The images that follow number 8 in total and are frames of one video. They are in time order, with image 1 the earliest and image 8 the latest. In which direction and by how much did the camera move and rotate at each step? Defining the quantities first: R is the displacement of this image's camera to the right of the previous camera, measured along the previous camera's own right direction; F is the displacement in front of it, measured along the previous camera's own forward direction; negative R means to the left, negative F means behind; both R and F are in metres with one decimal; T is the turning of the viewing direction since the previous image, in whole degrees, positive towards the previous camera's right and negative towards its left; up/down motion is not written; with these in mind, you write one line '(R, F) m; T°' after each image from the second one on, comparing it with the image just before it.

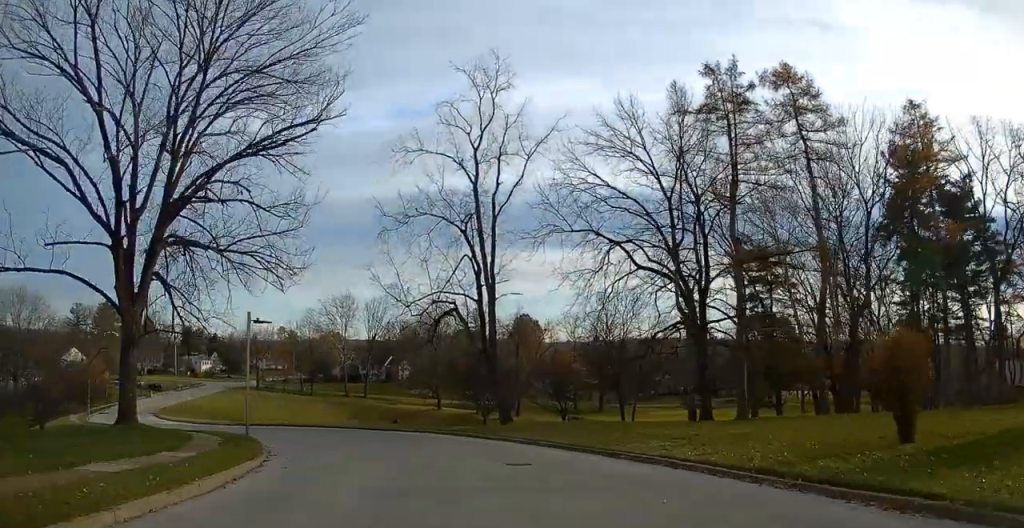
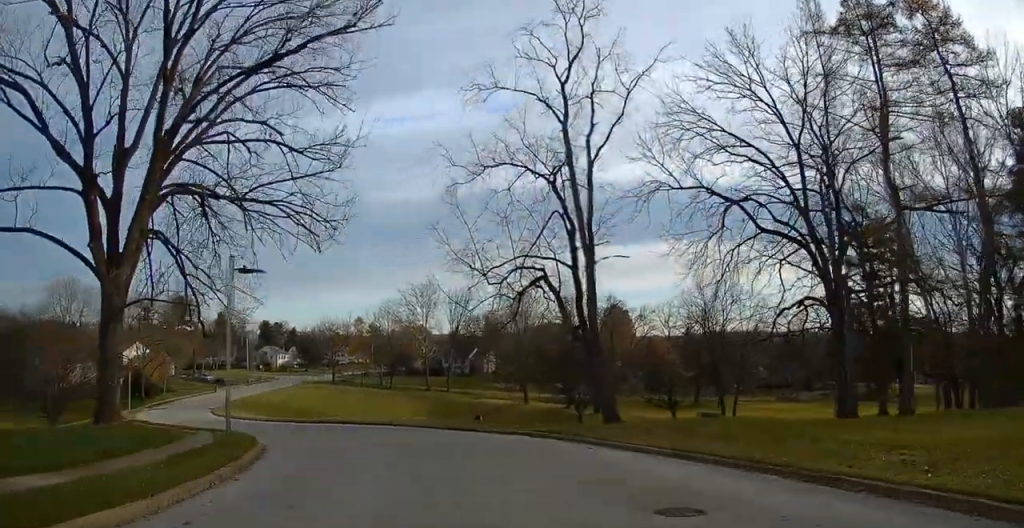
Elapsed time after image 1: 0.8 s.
(-0.2, +8.7) m; -1°
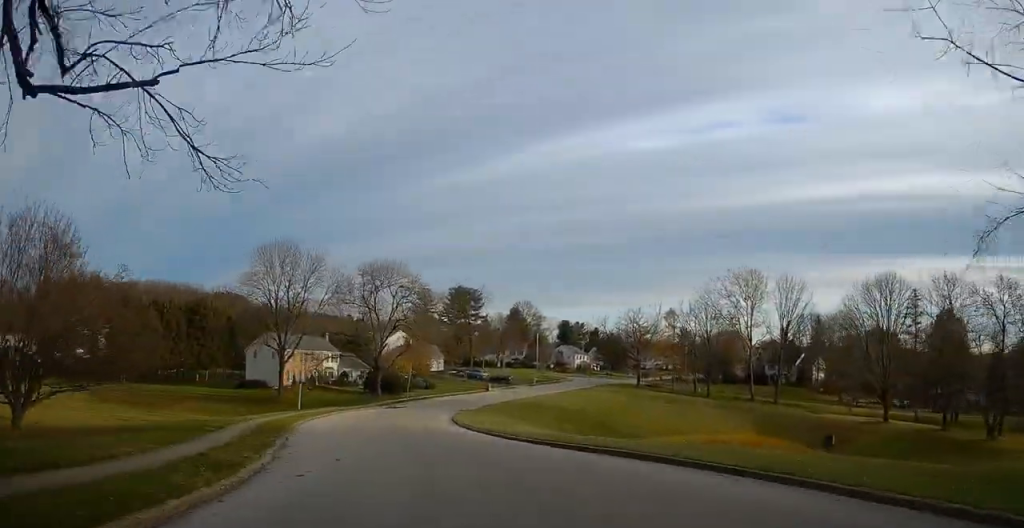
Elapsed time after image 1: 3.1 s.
(-3.2, +27.1) m; -29°
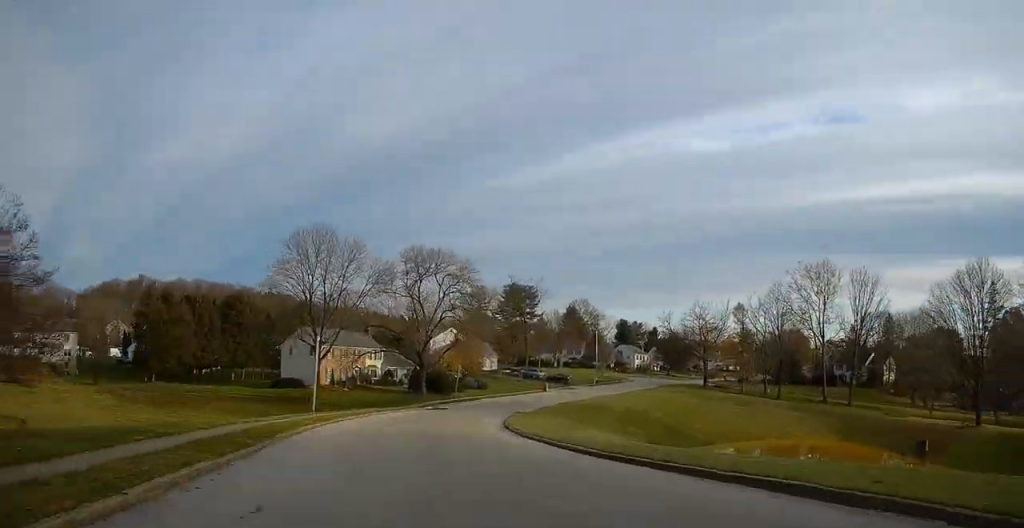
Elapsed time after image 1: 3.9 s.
(-1.9, +8.5) m; -19°
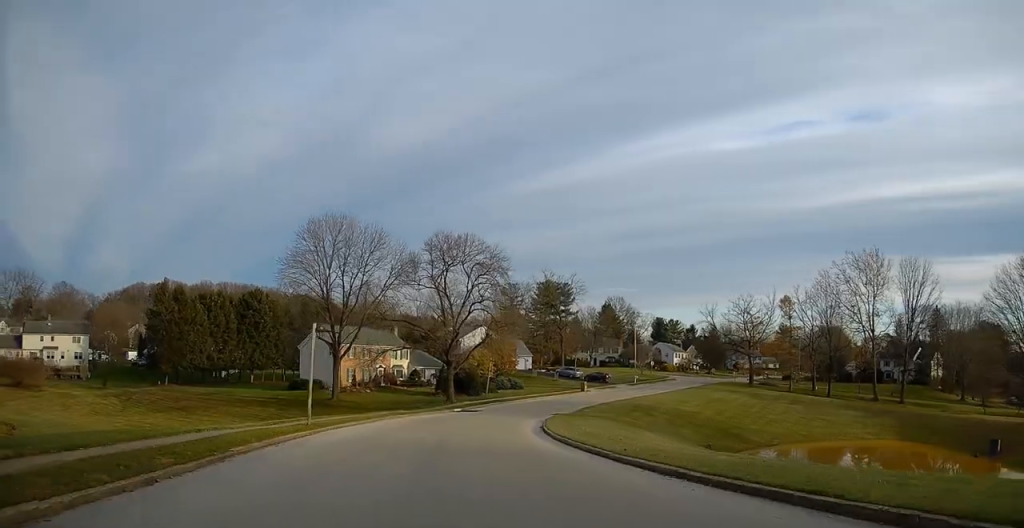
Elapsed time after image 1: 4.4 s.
(-0.8, +6.7) m; -10°
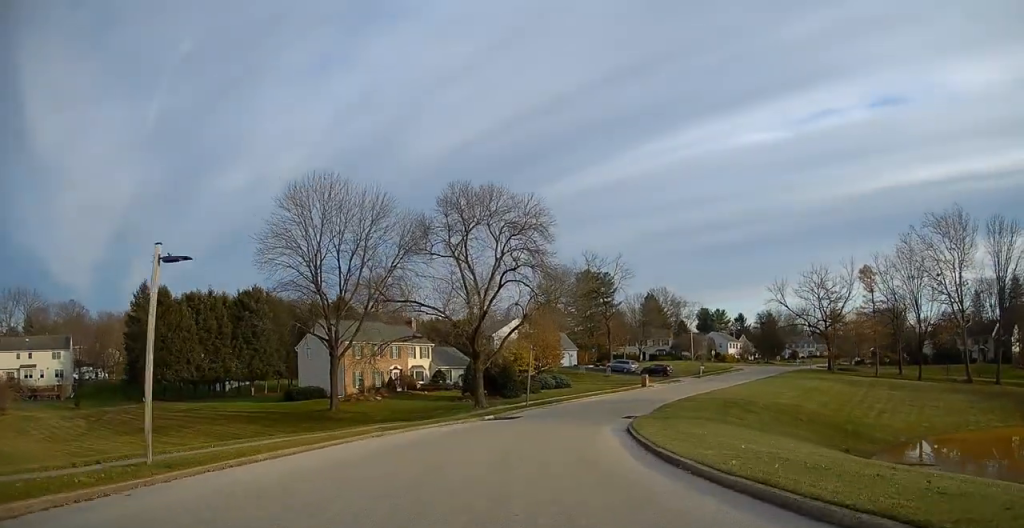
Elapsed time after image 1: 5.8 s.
(-1.5, +16.6) m; +16°
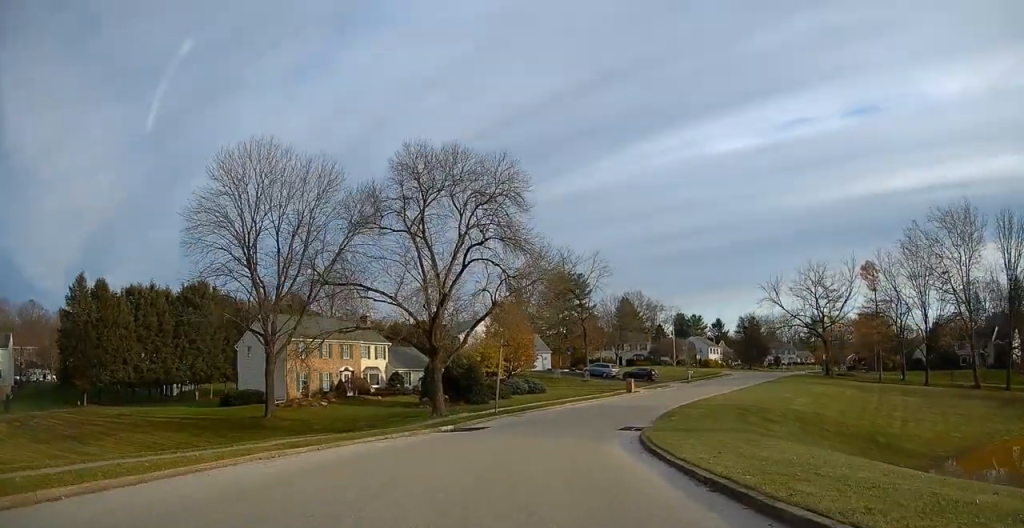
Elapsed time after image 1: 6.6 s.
(+2.1, +8.6) m; +16°
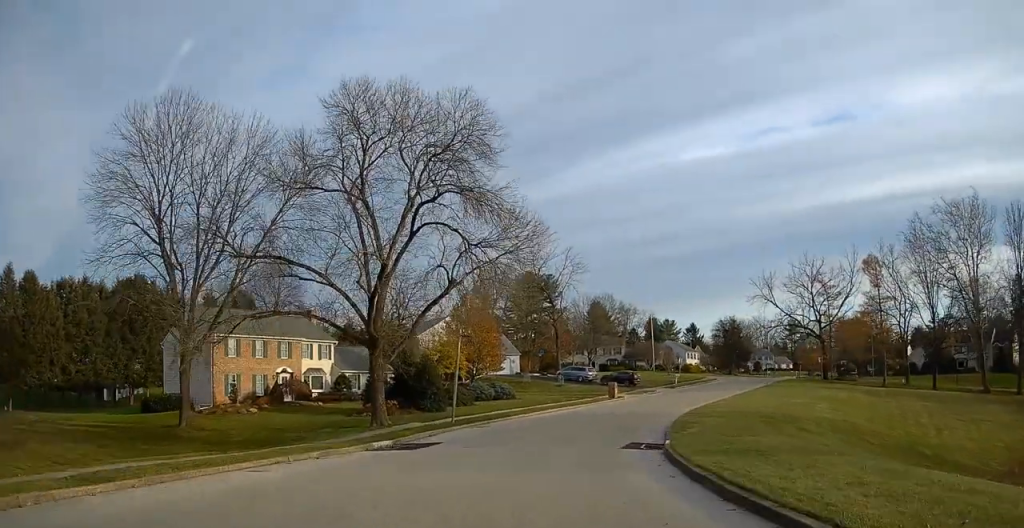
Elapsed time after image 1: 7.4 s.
(+2.0, +9.7) m; +4°
